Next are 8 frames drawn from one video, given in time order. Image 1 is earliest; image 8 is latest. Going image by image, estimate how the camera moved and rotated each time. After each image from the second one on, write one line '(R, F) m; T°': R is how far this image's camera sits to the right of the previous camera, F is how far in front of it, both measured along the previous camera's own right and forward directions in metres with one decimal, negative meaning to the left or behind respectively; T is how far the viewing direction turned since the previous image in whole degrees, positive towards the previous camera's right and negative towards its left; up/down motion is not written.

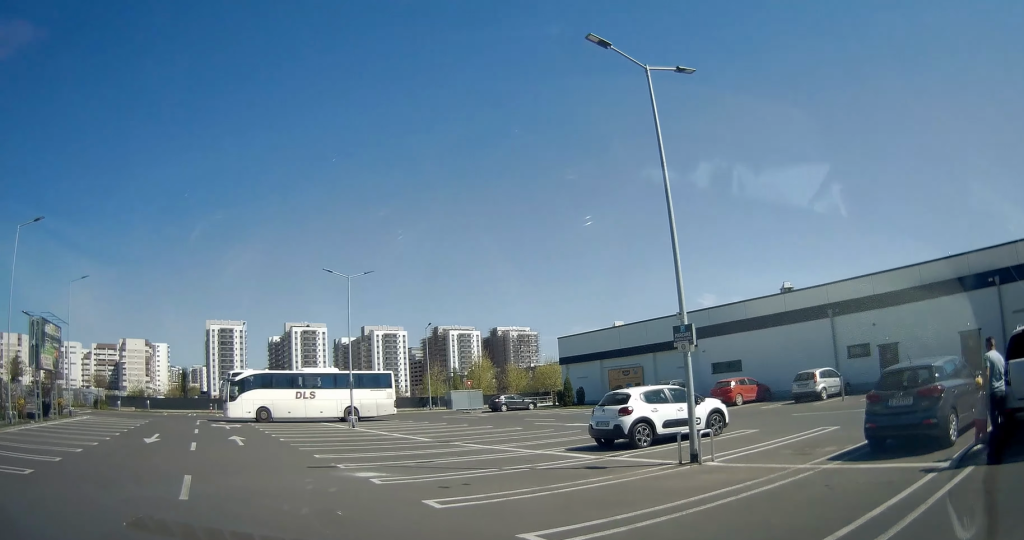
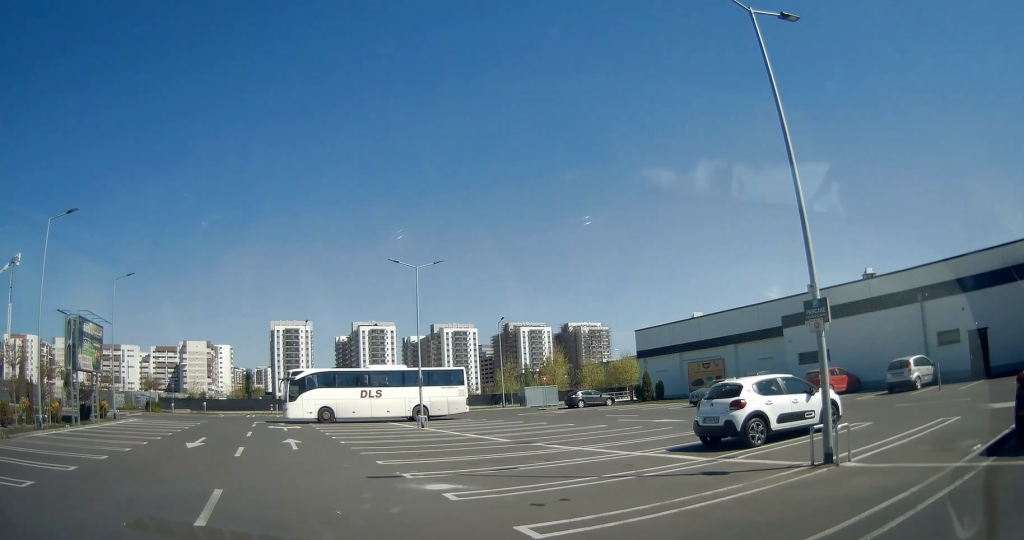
(-0.3, +2.1) m; -4°
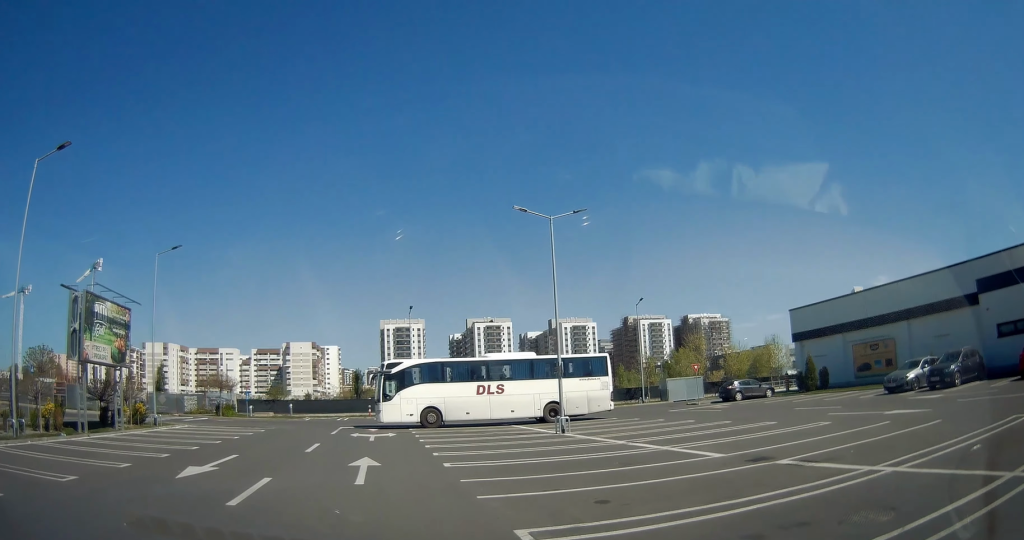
(-0.7, +7.7) m; -9°
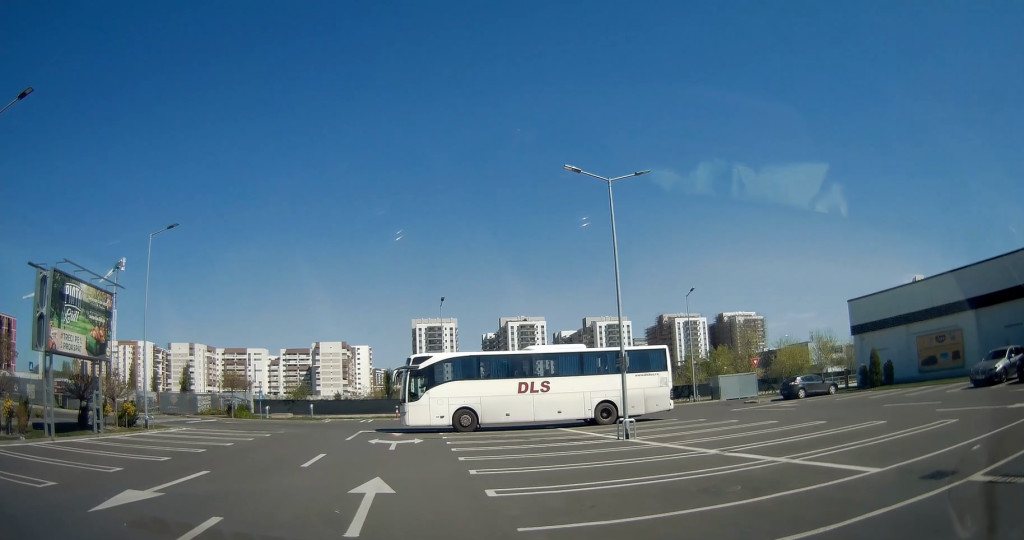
(-0.1, +3.7) m; -2°
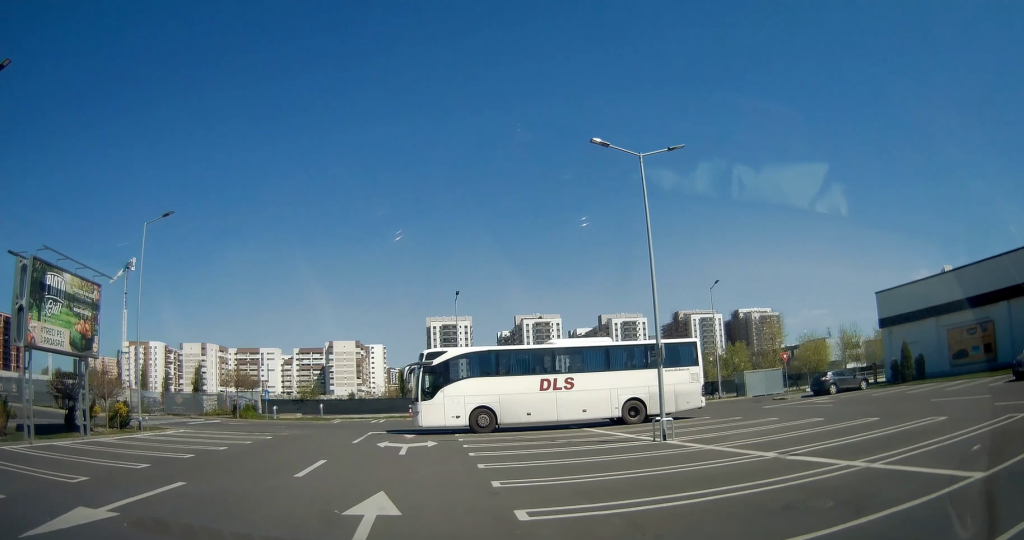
(0.0, +1.7) m; -1°
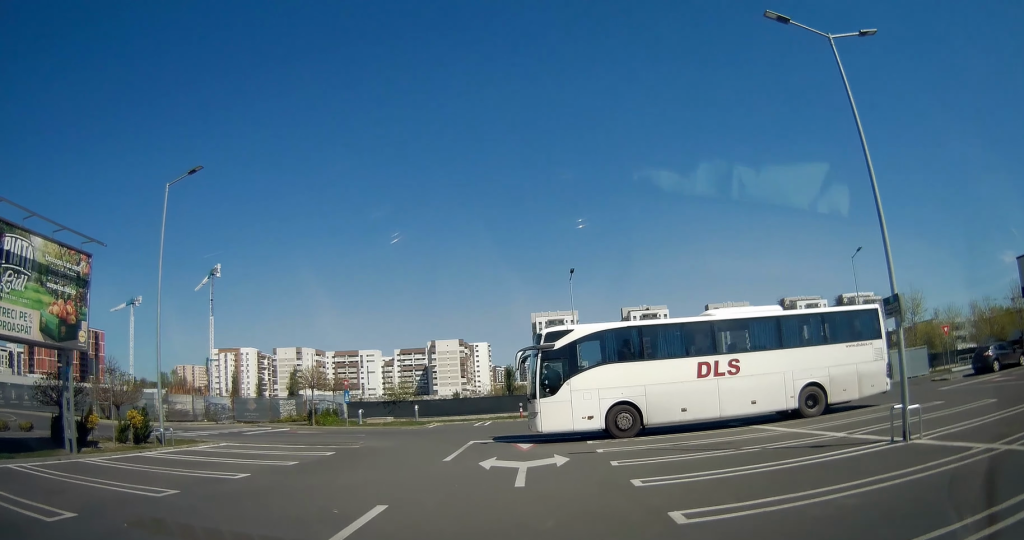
(-0.3, +5.6) m; -9°
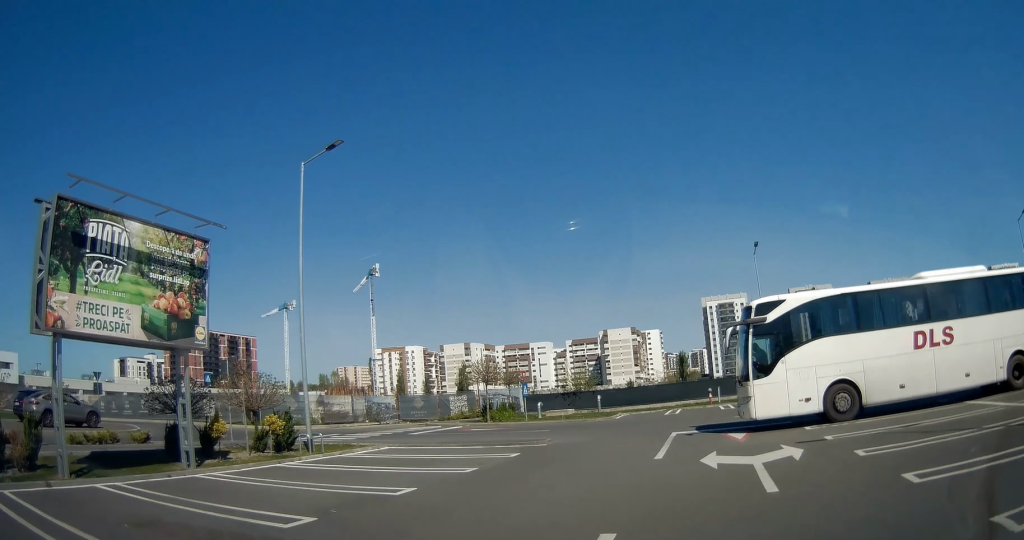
(-0.2, +2.4) m; -11°
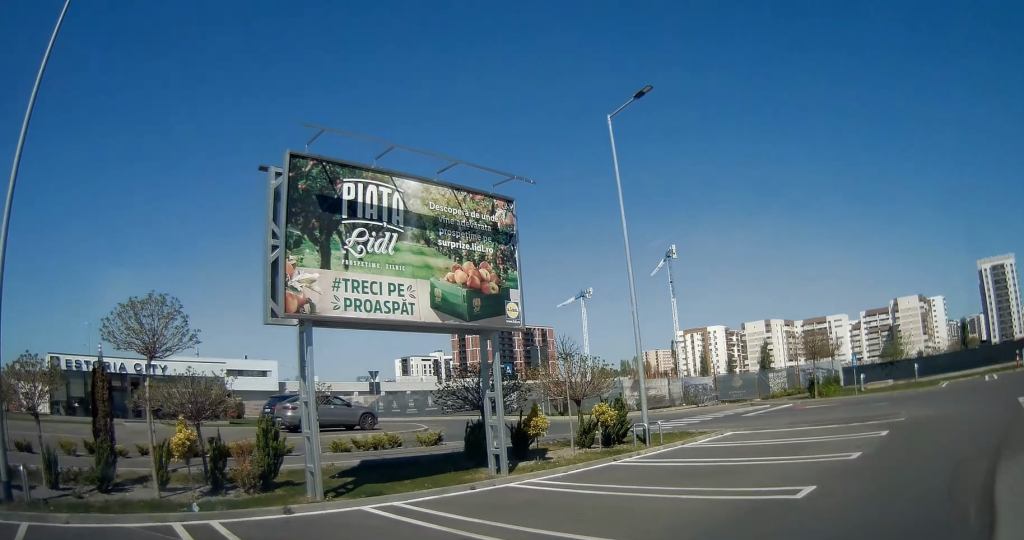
(-0.4, +2.6) m; -20°
